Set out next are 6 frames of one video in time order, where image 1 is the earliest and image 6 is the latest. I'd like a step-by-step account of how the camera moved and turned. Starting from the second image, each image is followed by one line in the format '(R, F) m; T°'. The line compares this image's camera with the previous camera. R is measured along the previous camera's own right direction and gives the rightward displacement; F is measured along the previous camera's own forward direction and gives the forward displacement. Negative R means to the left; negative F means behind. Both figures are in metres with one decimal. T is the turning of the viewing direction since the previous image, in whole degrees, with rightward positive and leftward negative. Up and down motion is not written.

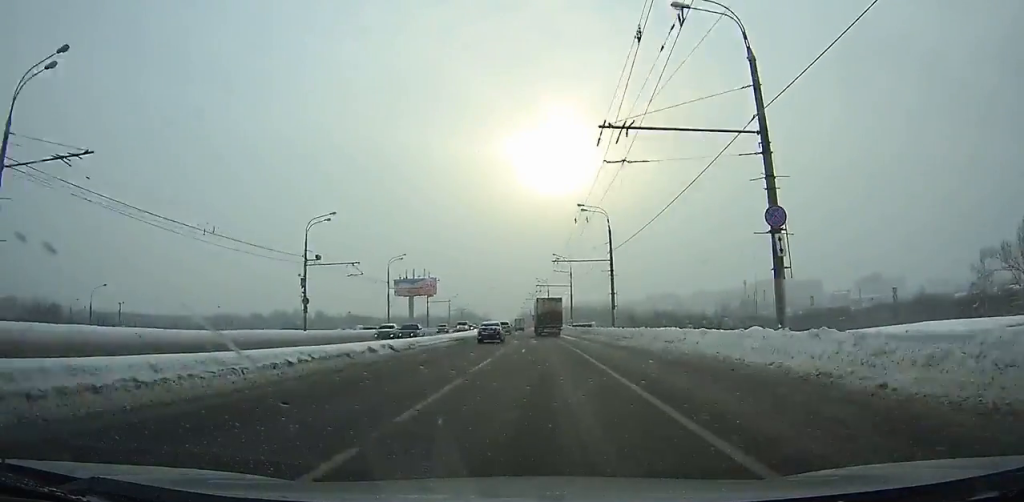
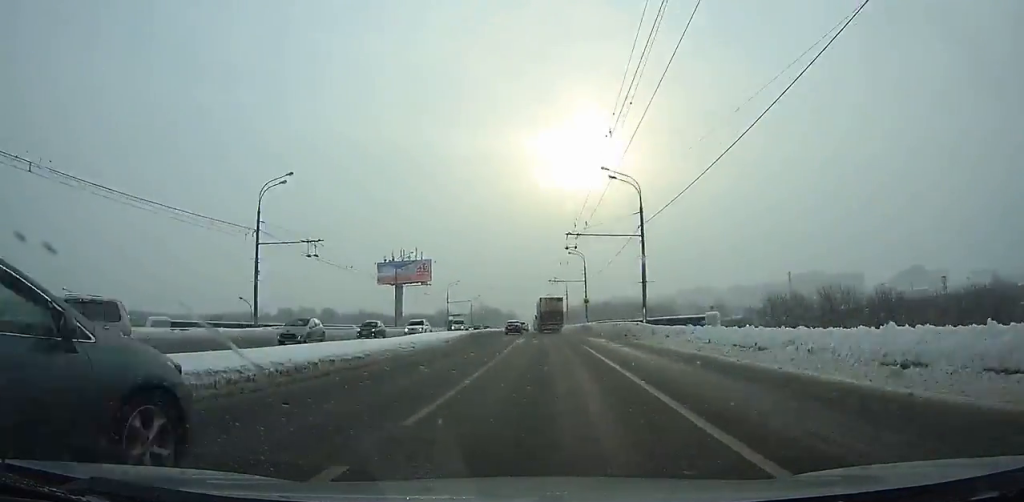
(-1.0, +49.7) m; -2°
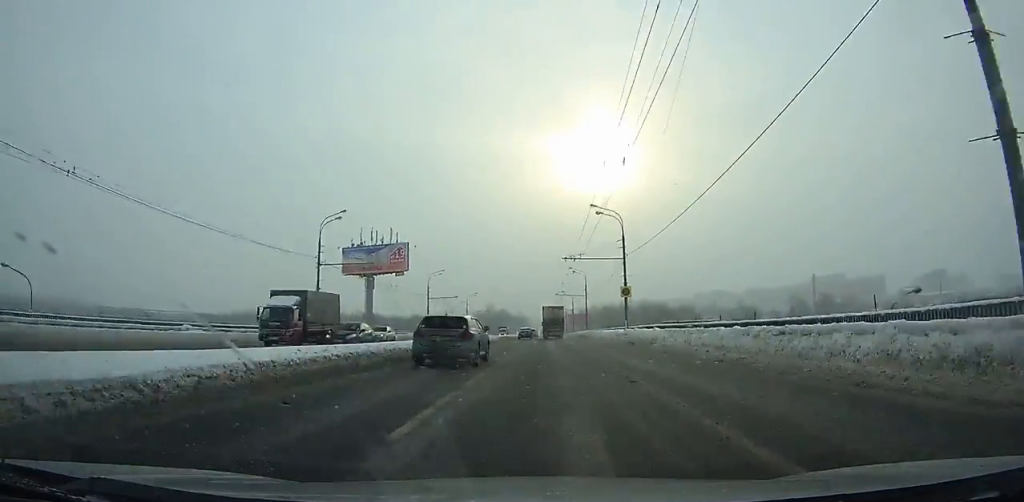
(-0.3, +34.4) m; 0°
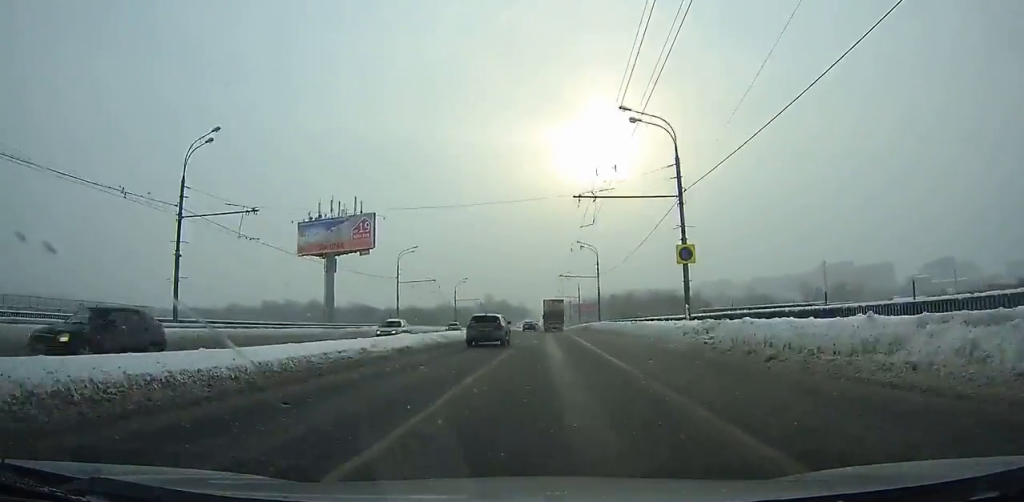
(0.0, +23.0) m; 0°
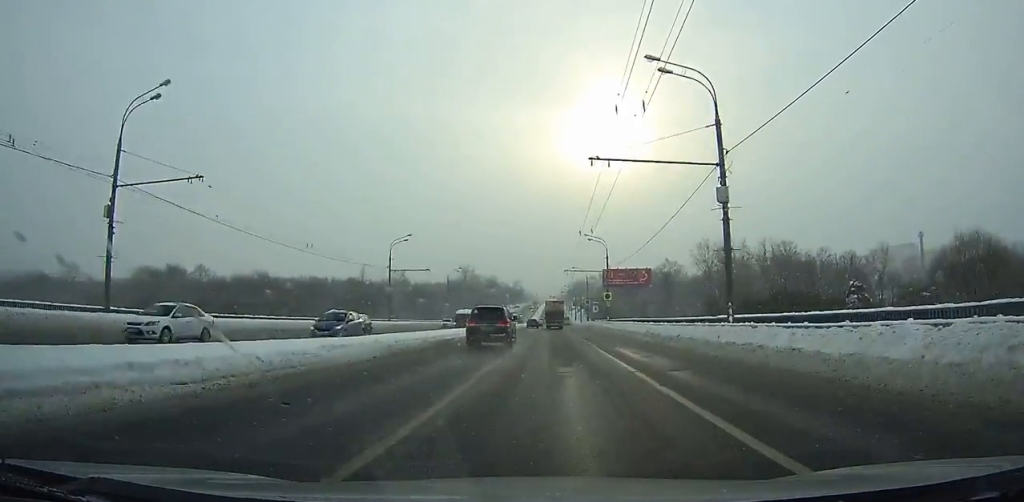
(-1.0, +159.1) m; -1°
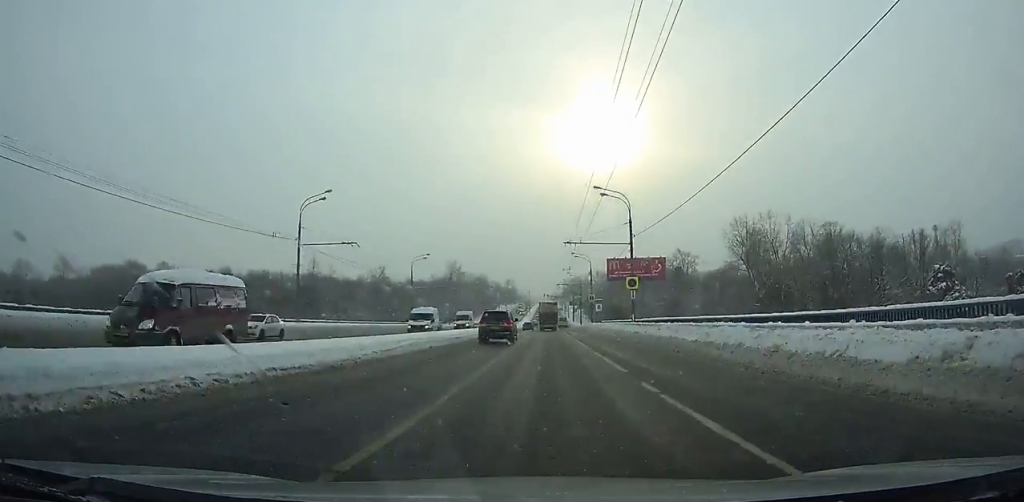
(0.0, +26.6) m; 0°
